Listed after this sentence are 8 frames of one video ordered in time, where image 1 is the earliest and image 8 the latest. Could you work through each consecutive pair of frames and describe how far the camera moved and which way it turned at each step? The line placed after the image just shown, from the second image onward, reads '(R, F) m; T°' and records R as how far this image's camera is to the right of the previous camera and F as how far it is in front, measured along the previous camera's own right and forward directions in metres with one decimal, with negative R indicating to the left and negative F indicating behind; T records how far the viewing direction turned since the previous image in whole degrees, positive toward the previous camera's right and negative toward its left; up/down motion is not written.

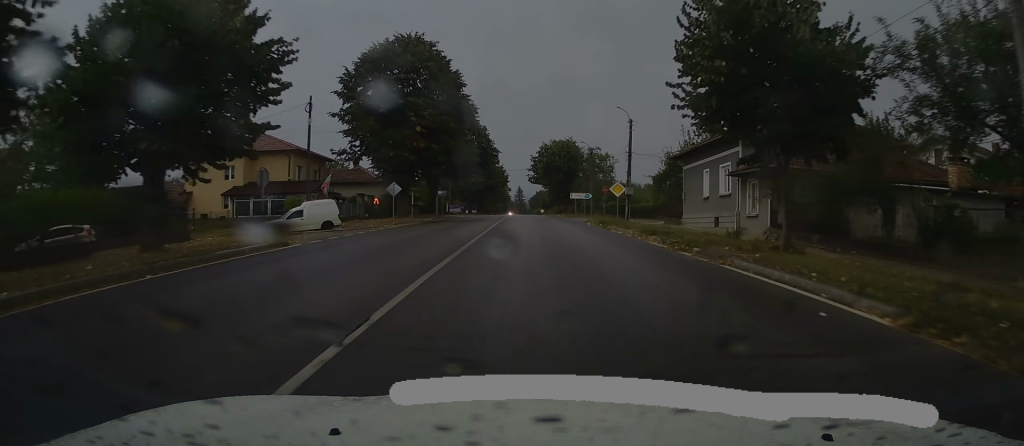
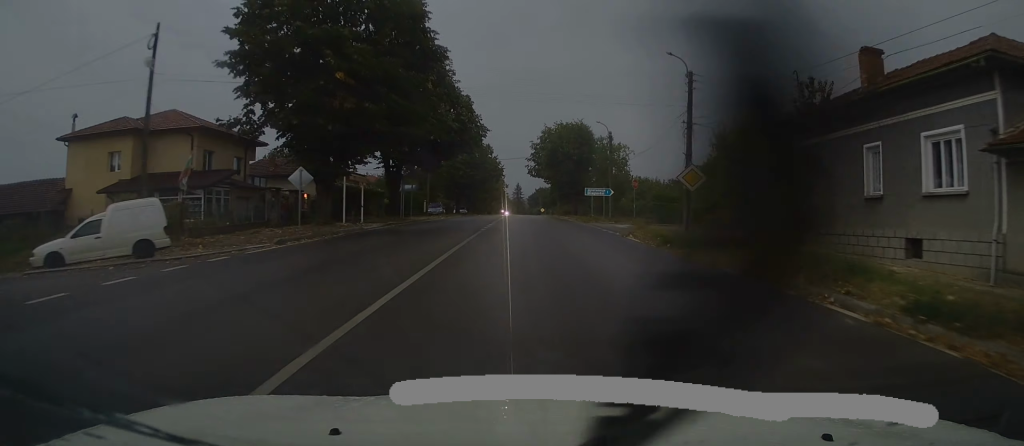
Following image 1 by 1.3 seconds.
(0.0, +16.4) m; 0°
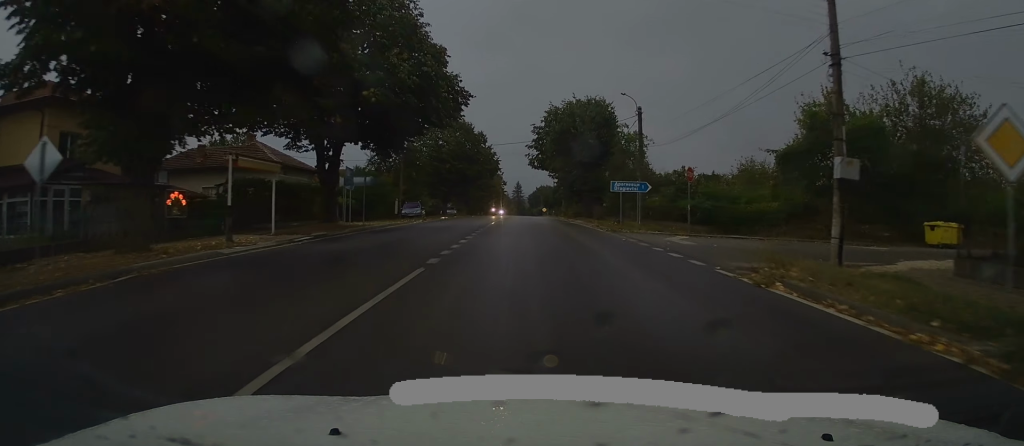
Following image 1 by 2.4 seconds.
(0.0, +13.8) m; 0°
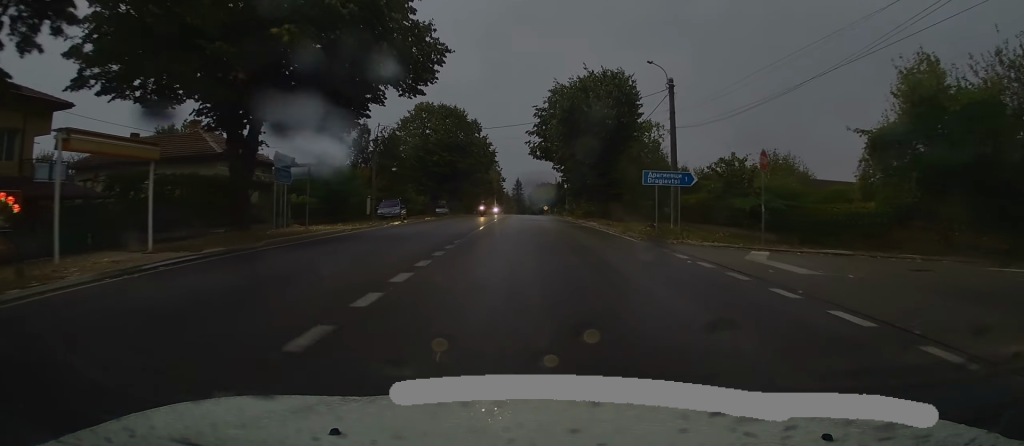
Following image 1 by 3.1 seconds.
(0.0, +8.7) m; 0°
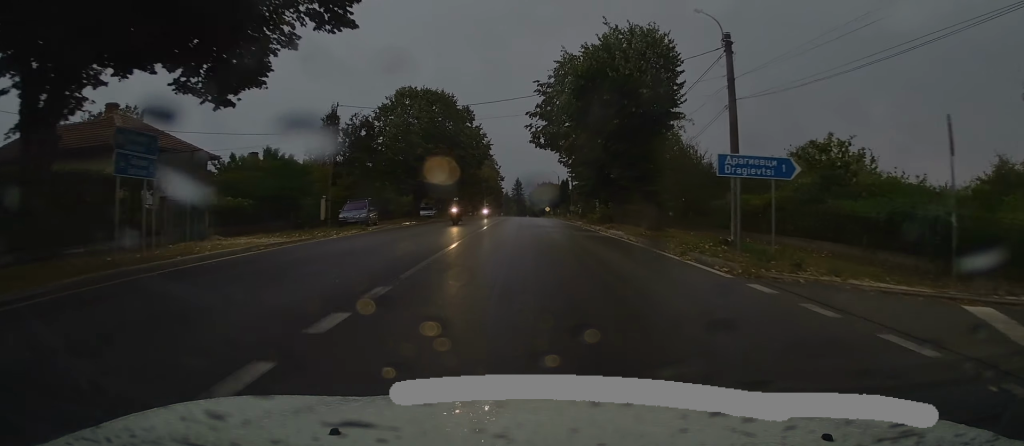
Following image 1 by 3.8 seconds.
(-0.1, +9.1) m; 0°
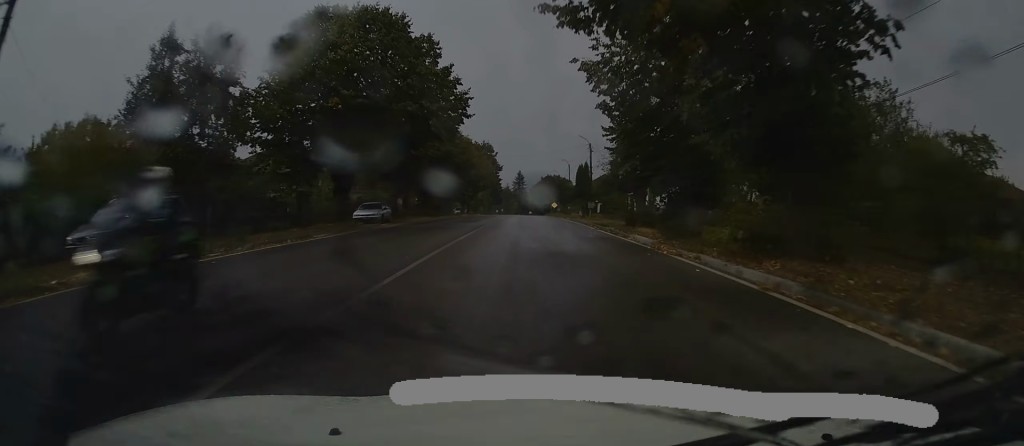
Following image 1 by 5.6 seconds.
(+0.2, +21.7) m; +2°
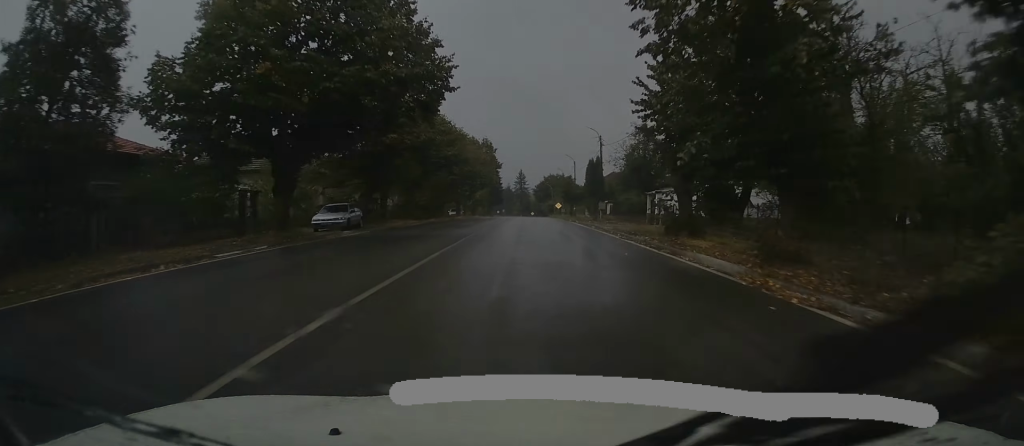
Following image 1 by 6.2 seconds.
(0.0, +7.4) m; 0°
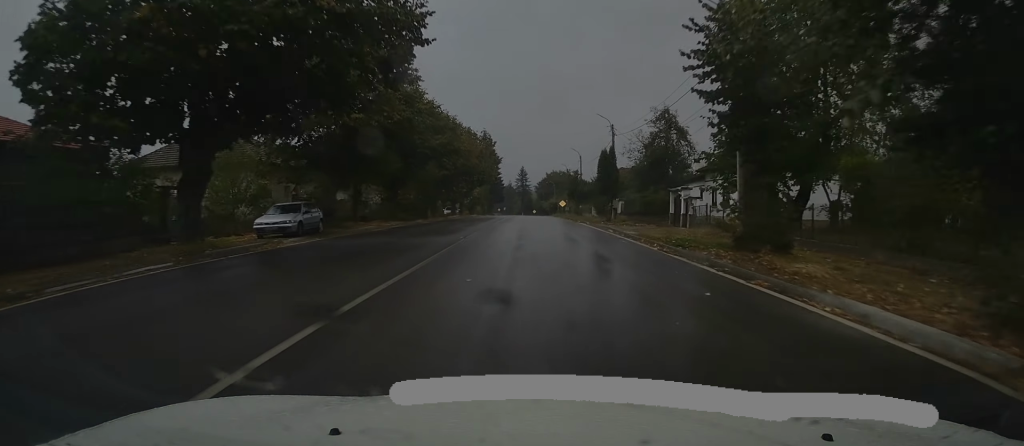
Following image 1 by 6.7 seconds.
(0.0, +6.6) m; 0°
